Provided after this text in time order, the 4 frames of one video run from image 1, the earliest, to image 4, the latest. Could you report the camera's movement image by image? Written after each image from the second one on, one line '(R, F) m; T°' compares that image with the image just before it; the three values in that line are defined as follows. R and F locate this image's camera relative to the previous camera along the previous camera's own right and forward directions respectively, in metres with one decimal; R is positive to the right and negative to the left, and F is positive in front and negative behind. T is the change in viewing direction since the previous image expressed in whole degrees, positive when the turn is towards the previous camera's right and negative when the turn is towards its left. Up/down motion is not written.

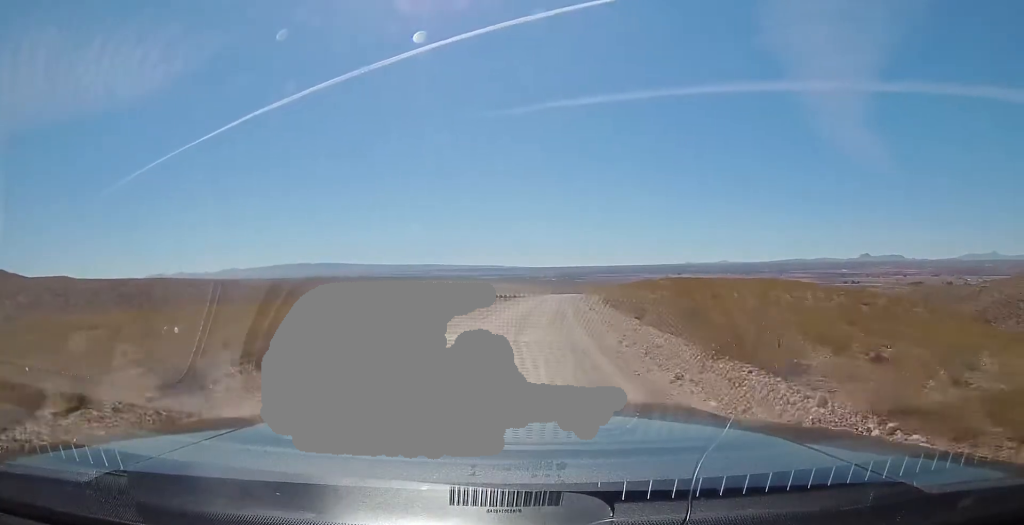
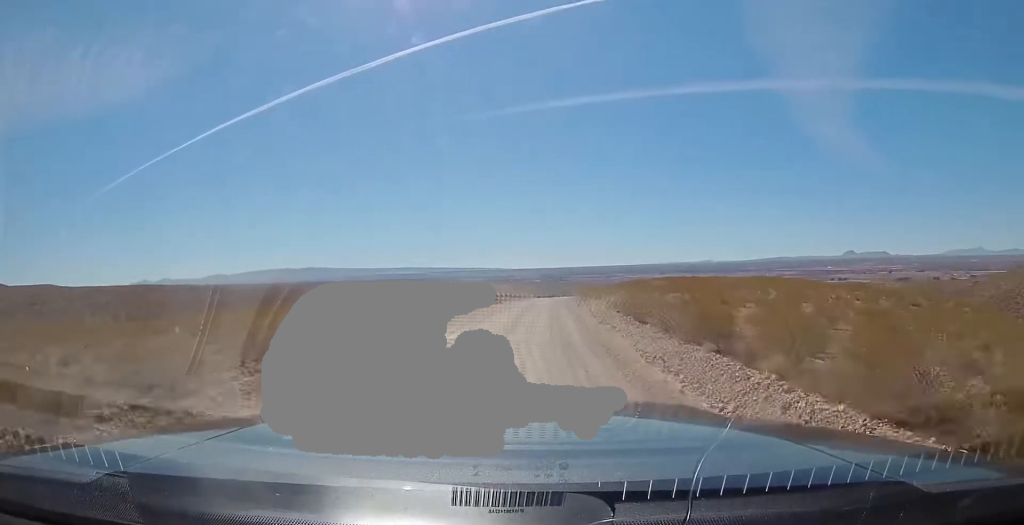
(-0.2, +11.5) m; +1°
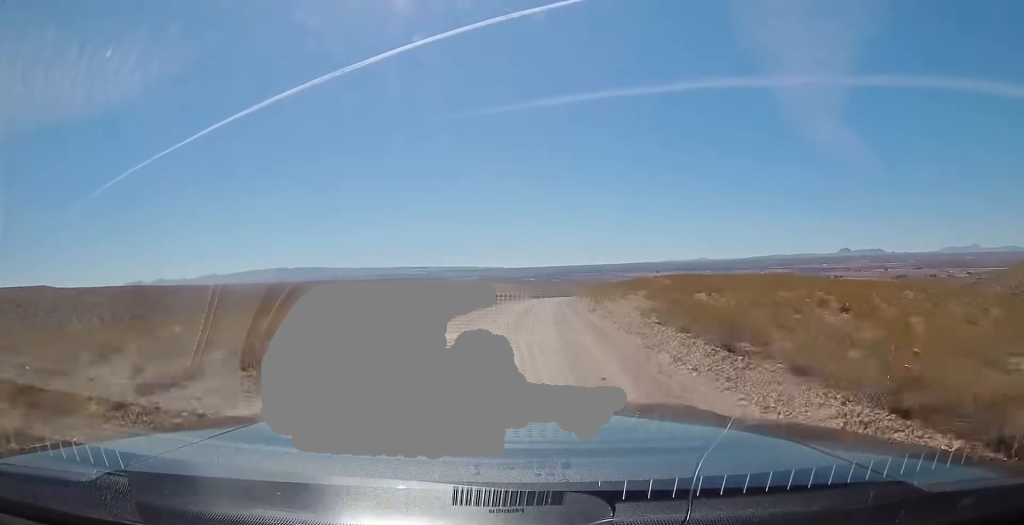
(+0.3, +9.6) m; 0°
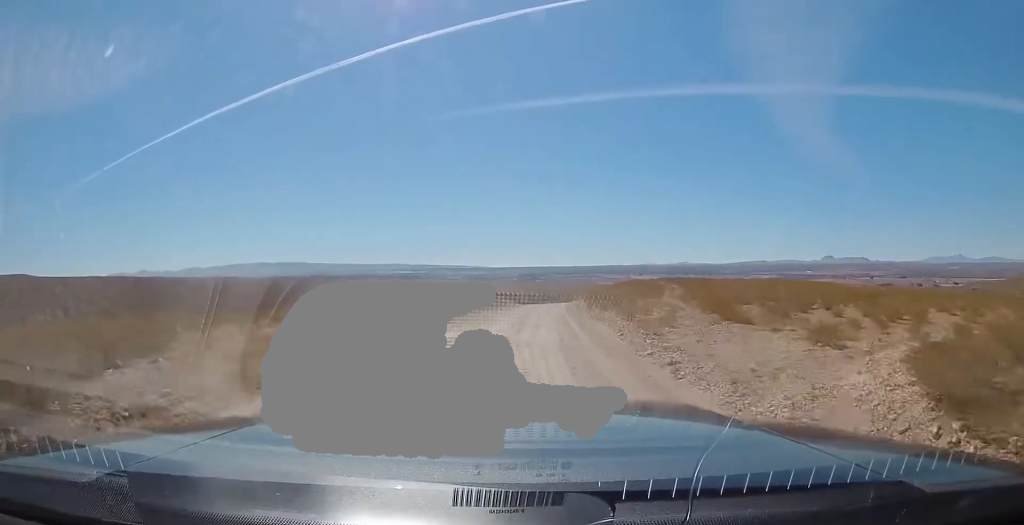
(+0.7, +18.4) m; +5°
